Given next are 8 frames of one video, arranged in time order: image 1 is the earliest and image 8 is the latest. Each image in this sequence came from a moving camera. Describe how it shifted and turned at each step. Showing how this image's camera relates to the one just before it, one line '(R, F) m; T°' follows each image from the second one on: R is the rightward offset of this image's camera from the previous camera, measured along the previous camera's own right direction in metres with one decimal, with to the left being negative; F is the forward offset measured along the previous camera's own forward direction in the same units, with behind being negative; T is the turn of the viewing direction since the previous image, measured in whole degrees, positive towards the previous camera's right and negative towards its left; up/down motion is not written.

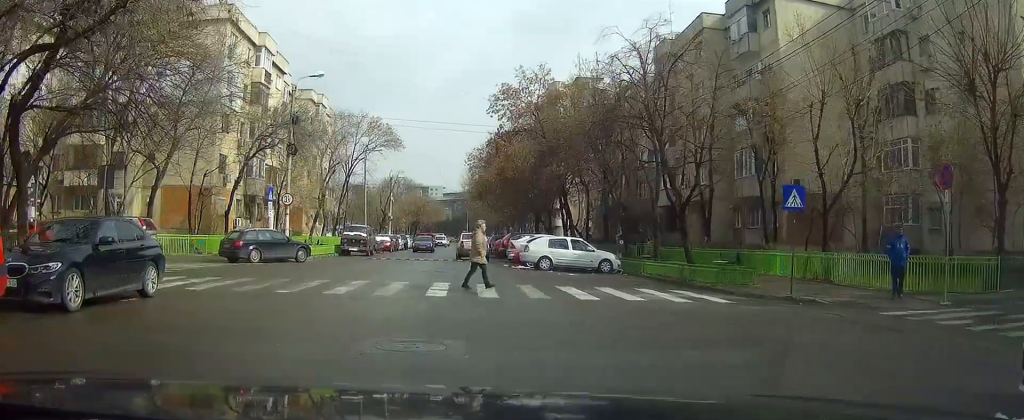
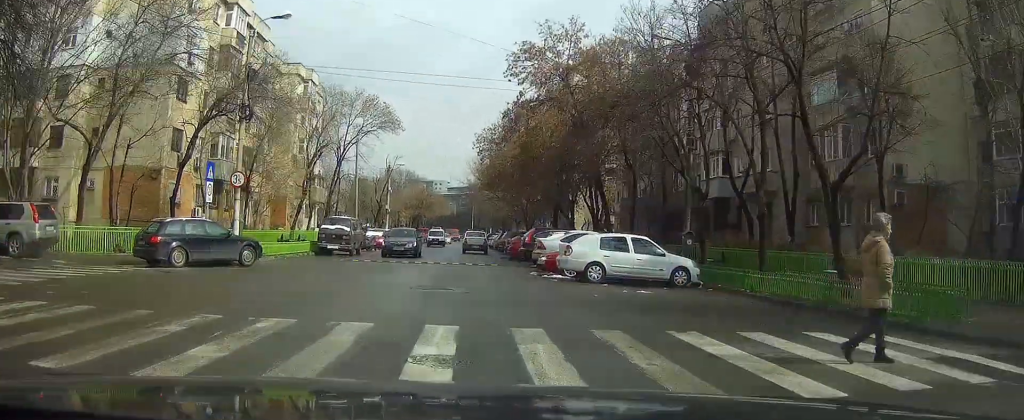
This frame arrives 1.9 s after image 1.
(-1.2, +9.0) m; -5°
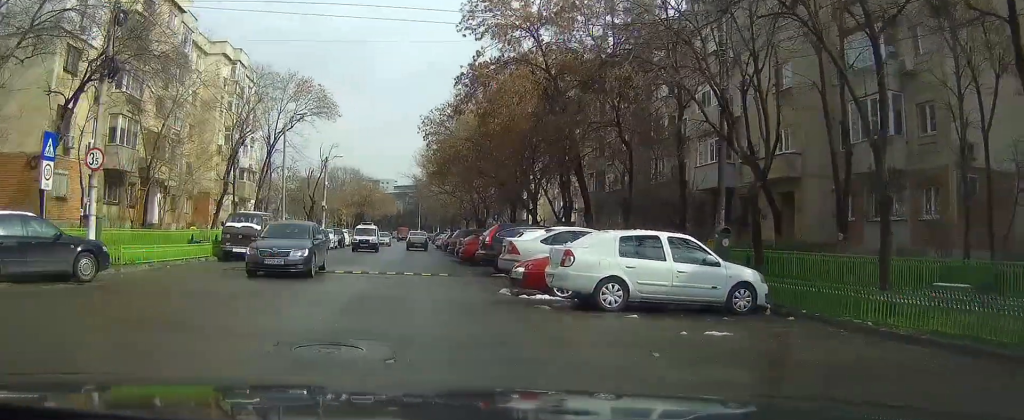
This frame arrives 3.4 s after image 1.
(+0.9, +8.5) m; +14°
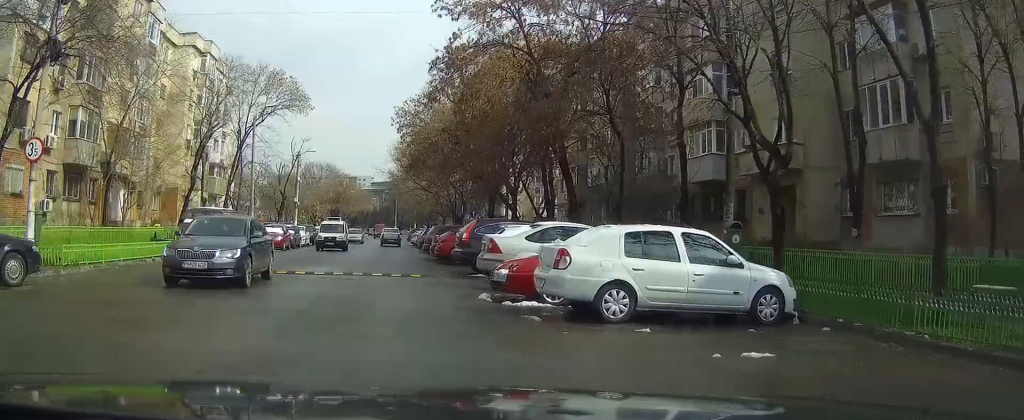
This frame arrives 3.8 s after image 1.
(+0.1, +2.2) m; +3°
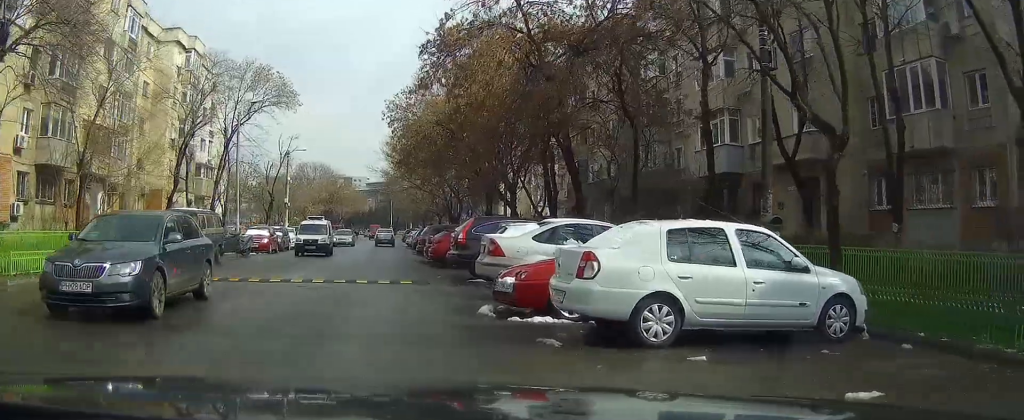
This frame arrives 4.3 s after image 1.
(+0.2, +2.3) m; +2°
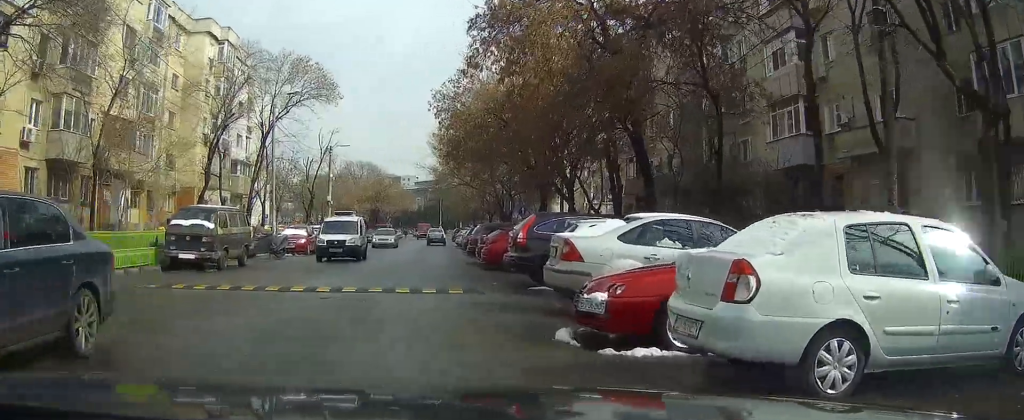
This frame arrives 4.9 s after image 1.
(0.0, +2.7) m; -1°
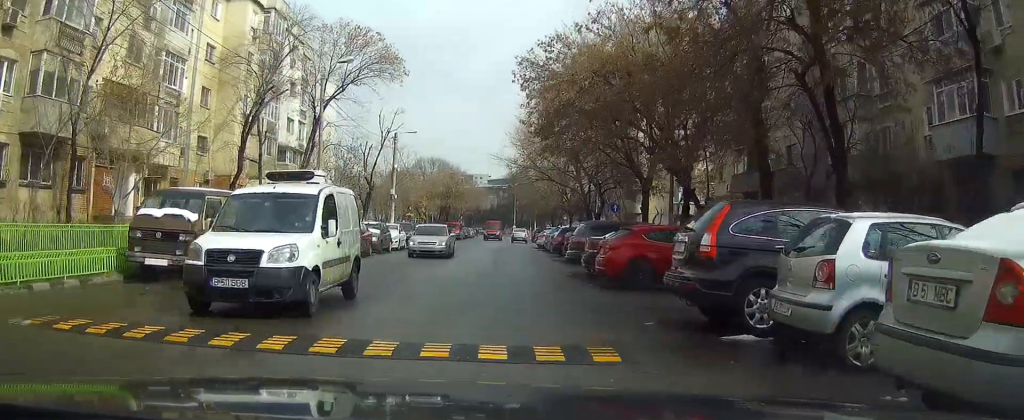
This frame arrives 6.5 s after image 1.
(-0.5, +7.1) m; +4°
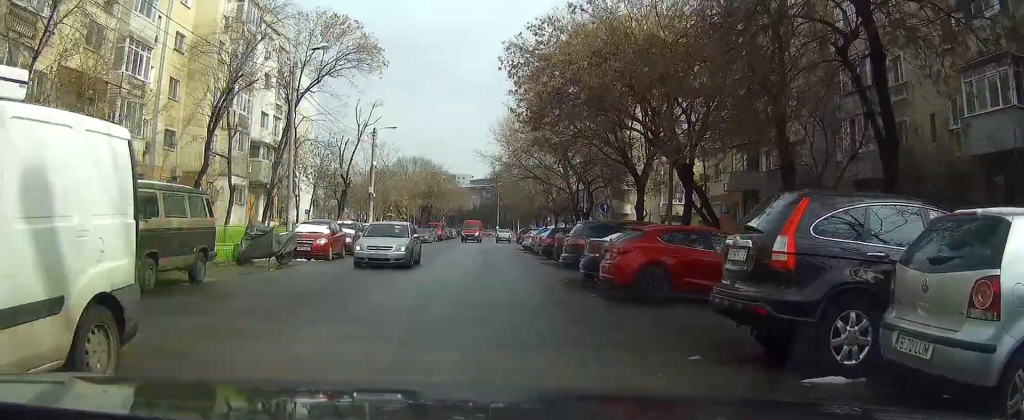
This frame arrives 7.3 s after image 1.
(+0.5, +2.3) m; +4°
